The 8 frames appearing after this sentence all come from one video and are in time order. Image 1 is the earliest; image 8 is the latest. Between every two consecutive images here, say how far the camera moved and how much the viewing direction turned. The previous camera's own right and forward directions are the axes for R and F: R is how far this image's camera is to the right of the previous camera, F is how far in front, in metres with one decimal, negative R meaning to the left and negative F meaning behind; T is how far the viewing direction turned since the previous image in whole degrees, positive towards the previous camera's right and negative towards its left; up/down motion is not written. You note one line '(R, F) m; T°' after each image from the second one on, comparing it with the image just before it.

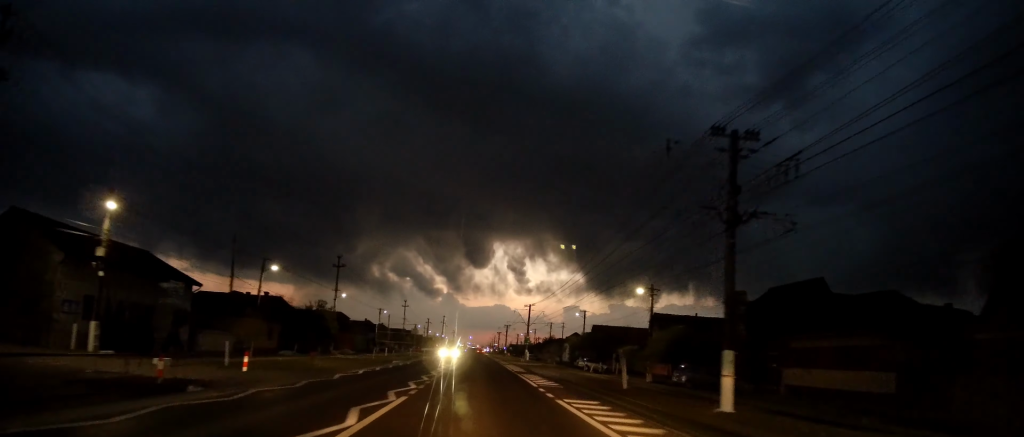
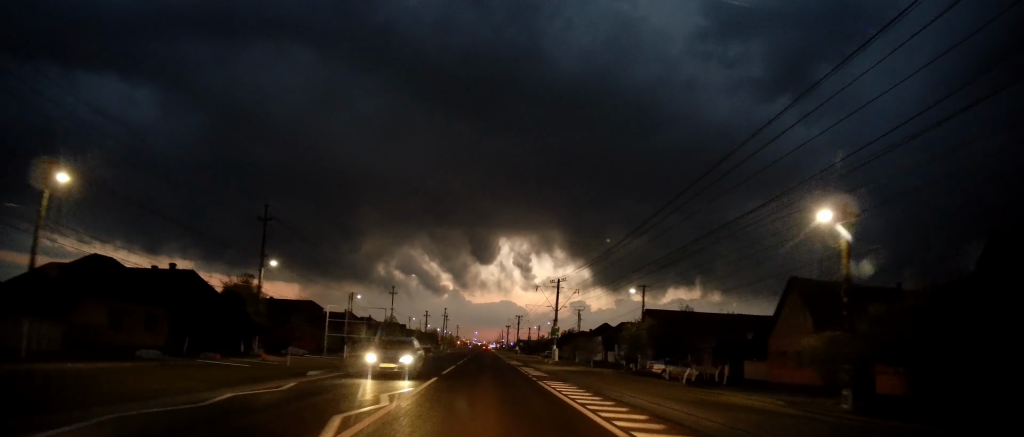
(+0.1, +24.5) m; +1°
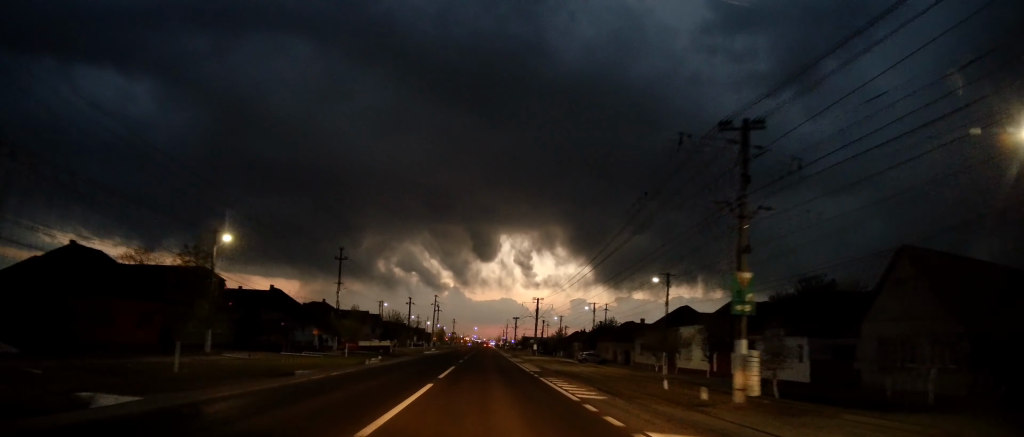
(+0.1, +39.5) m; -1°
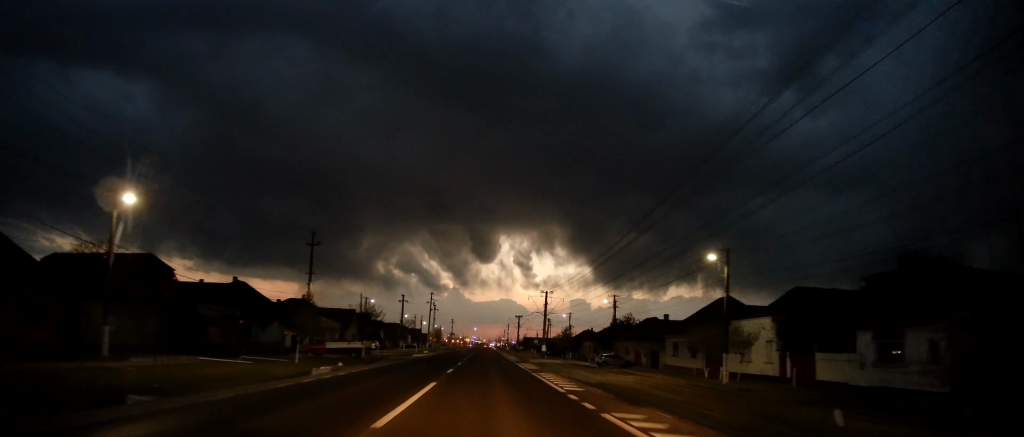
(-0.1, +11.3) m; 0°
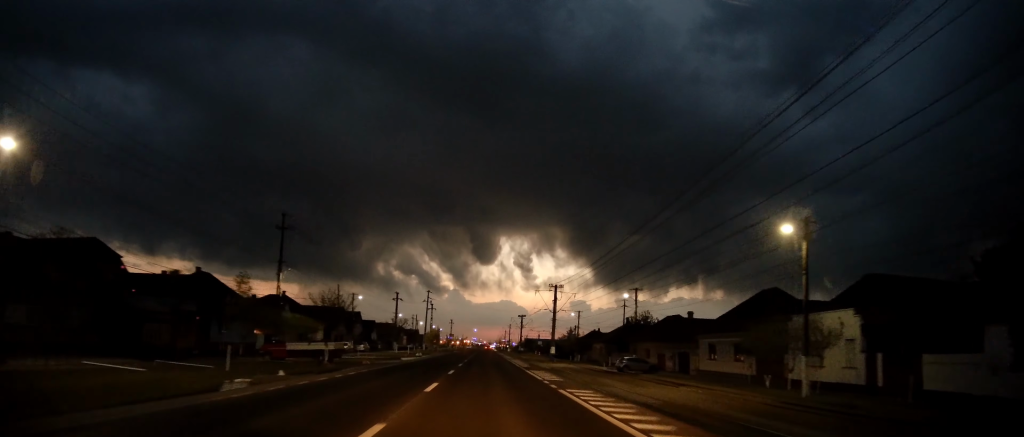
(-0.2, +8.8) m; 0°
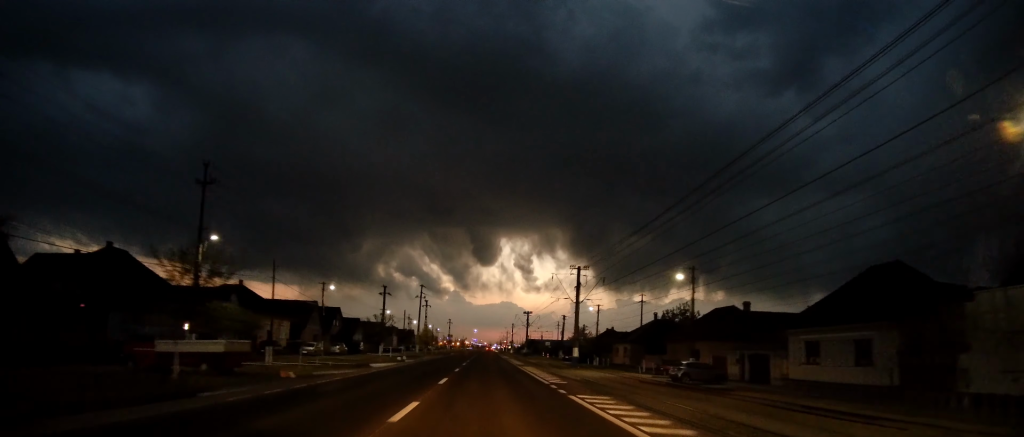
(+0.1, +14.5) m; +1°
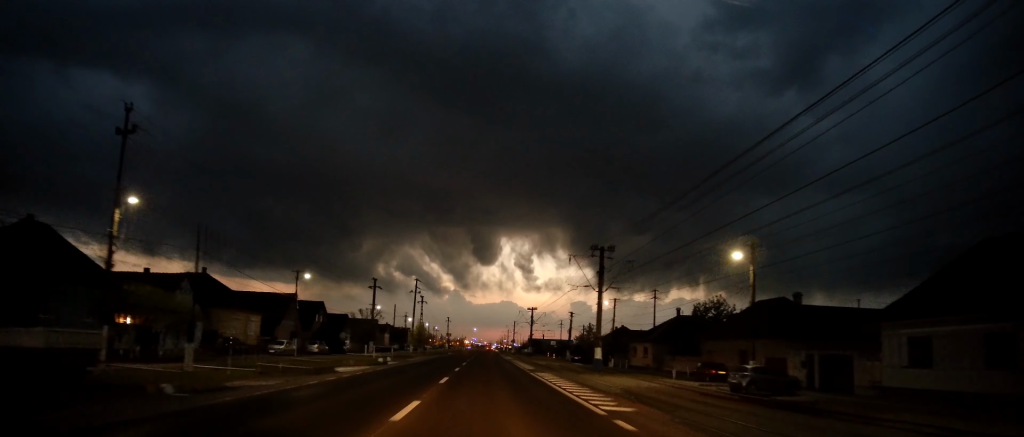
(+0.2, +8.9) m; 0°
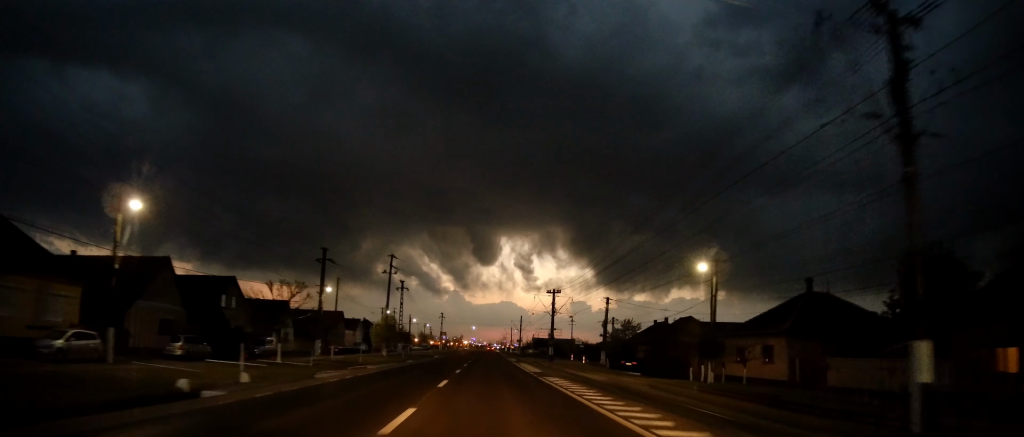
(-0.3, +27.9) m; -1°
